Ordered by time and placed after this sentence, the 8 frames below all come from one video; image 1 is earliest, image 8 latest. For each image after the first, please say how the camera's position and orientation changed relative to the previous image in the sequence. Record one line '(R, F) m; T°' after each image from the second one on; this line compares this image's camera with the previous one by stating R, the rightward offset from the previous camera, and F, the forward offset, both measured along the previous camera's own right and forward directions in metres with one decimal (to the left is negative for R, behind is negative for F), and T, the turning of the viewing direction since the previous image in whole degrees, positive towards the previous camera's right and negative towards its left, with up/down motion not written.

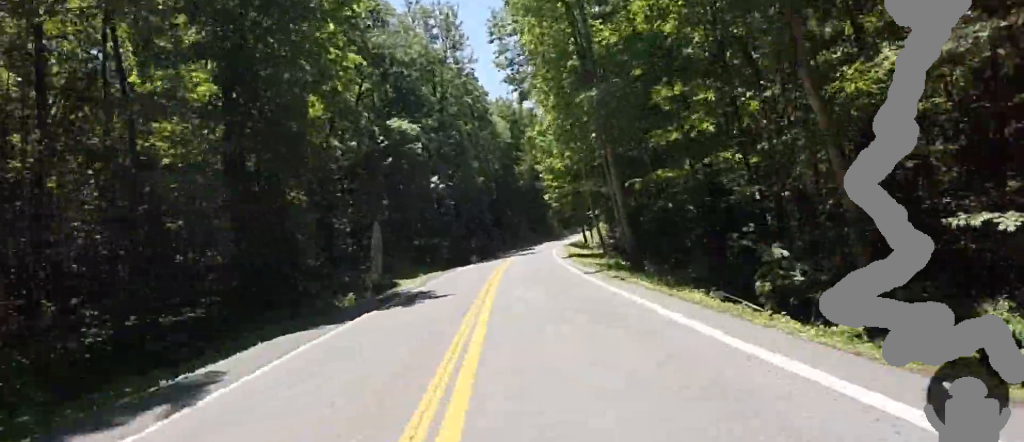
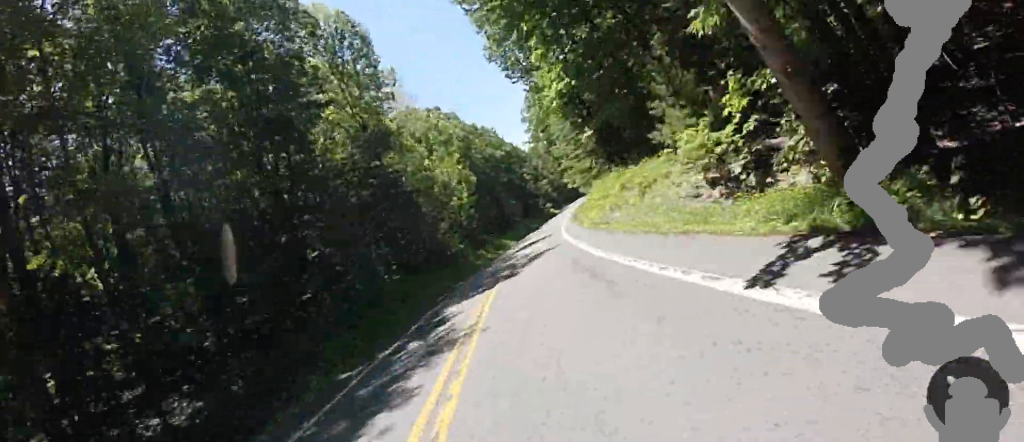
(+15.0, +54.0) m; +10°
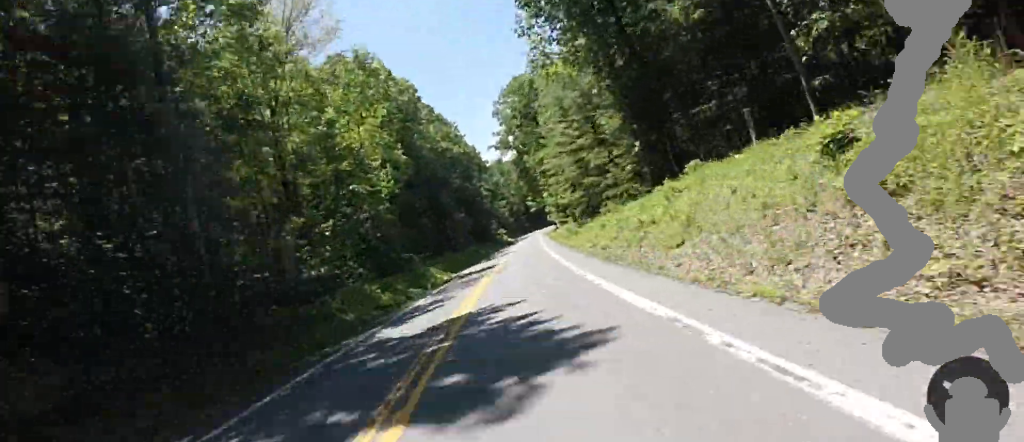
(+0.9, +24.2) m; +4°
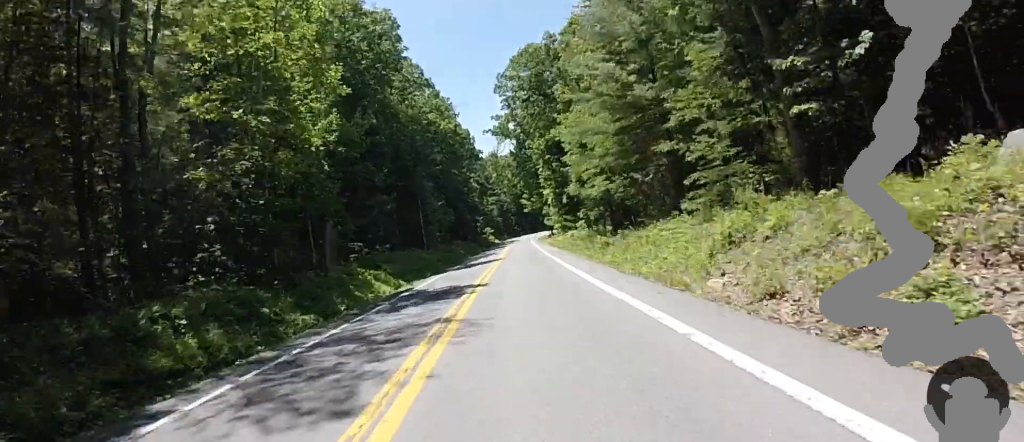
(+0.4, +14.2) m; +3°
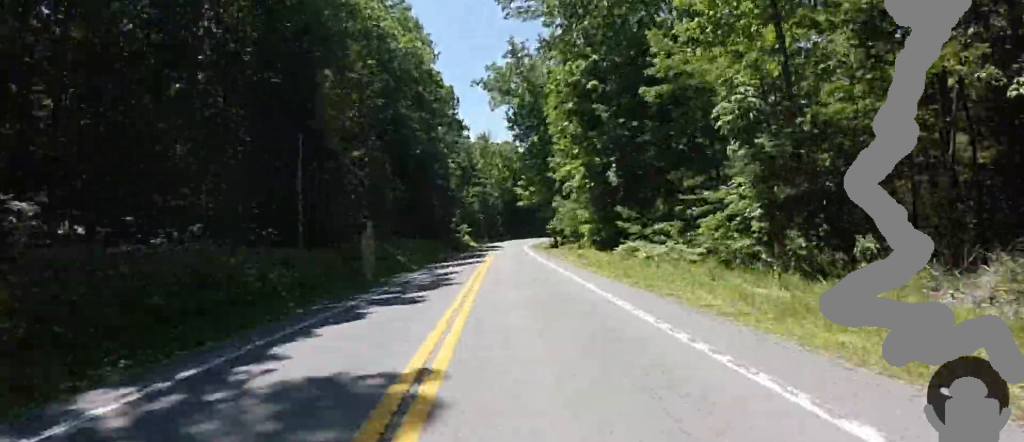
(+1.4, +27.9) m; +6°
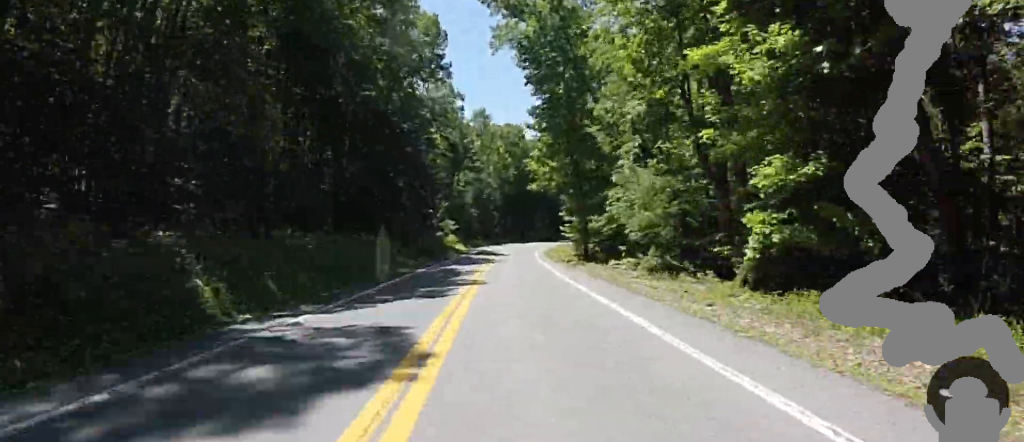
(+0.8, +22.3) m; +4°
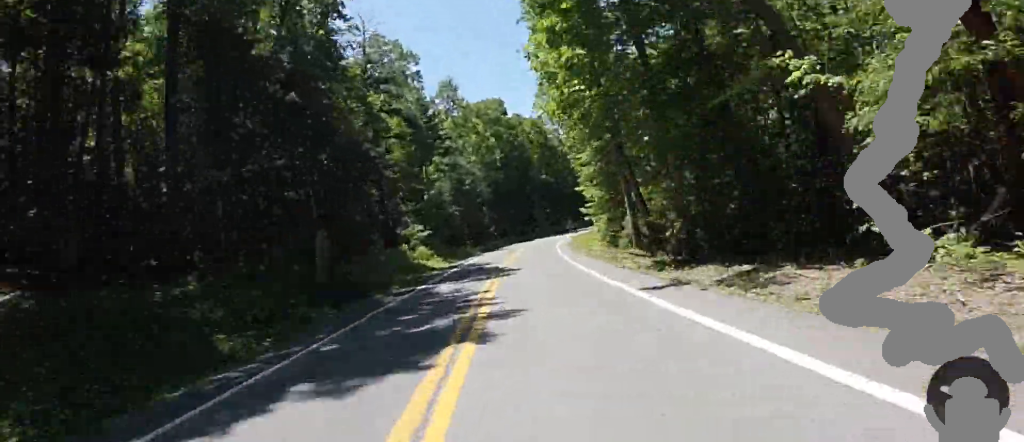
(+0.2, +20.7) m; +5°
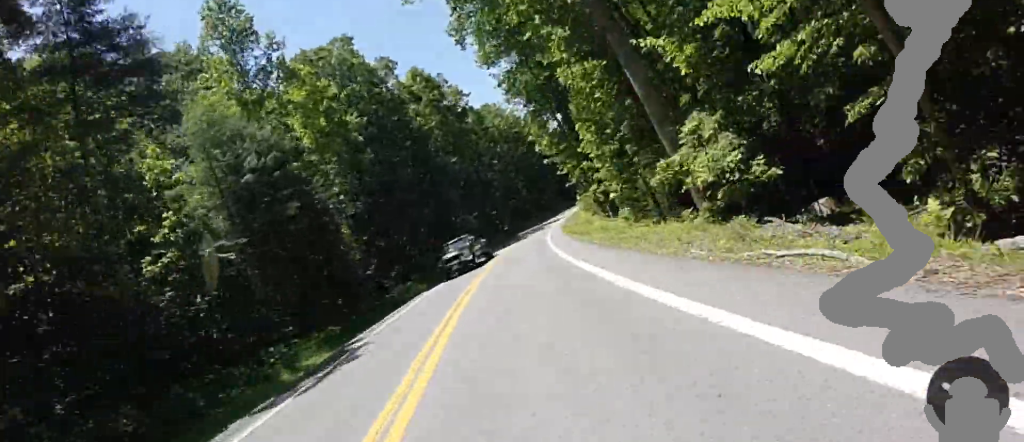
(+3.9, +36.9) m; +11°
